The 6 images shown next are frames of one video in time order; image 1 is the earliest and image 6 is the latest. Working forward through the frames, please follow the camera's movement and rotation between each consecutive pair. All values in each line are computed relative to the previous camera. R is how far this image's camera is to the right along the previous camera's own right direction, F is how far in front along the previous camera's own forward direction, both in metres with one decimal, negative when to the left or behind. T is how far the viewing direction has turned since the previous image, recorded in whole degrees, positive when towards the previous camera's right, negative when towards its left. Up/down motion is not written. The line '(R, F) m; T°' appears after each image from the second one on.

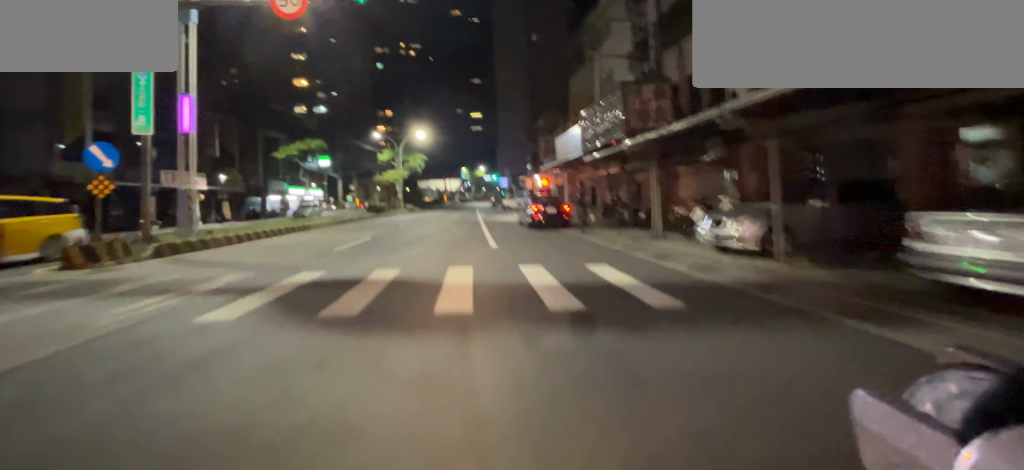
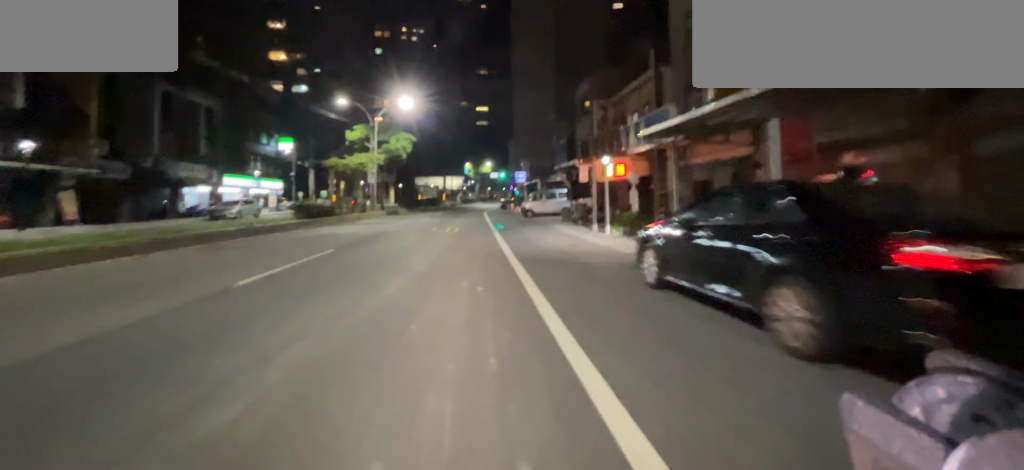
(0.0, +15.7) m; 0°
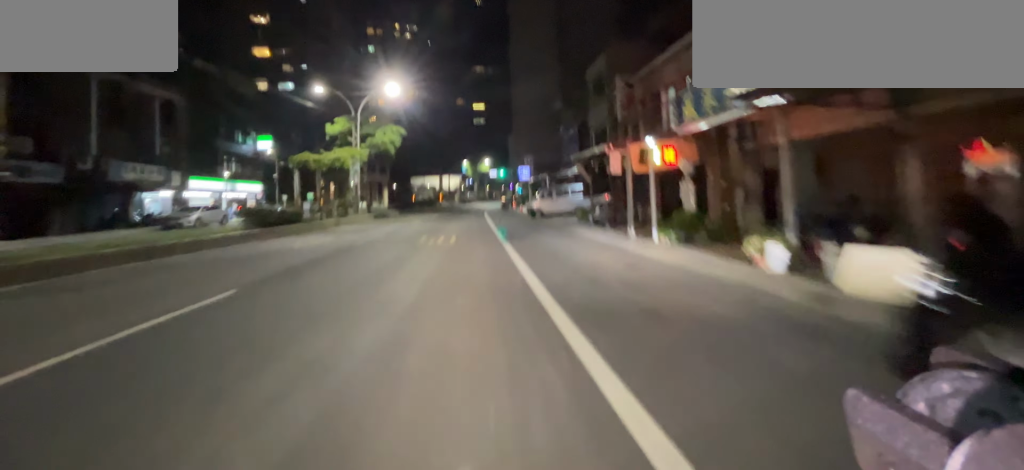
(0.0, +4.4) m; 0°
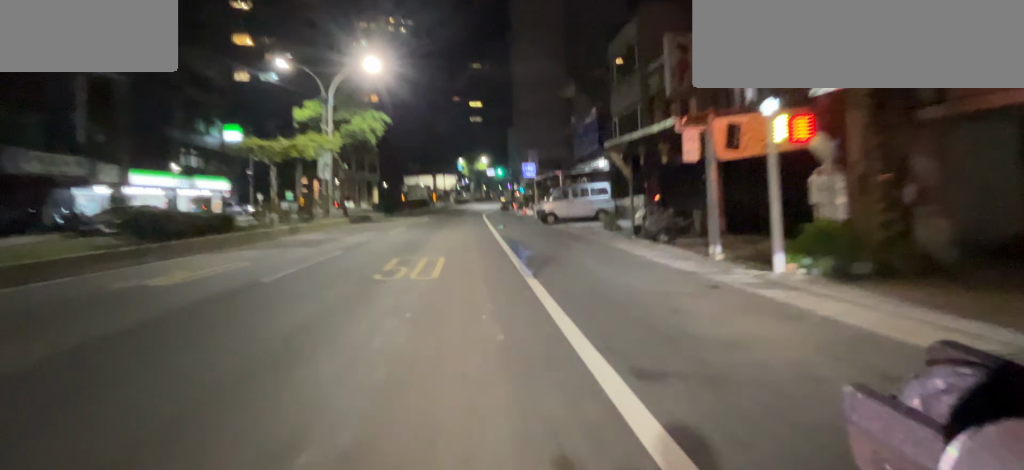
(0.0, +5.3) m; 0°
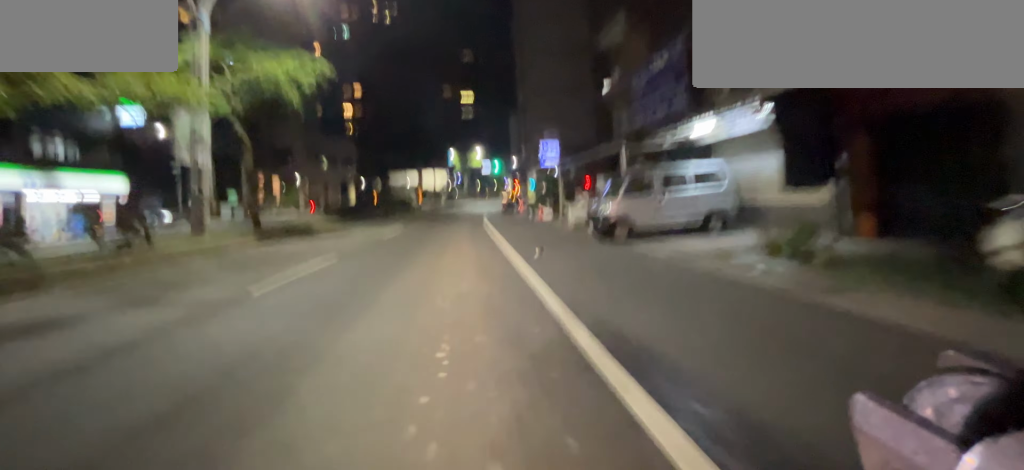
(+0.1, +10.6) m; +1°
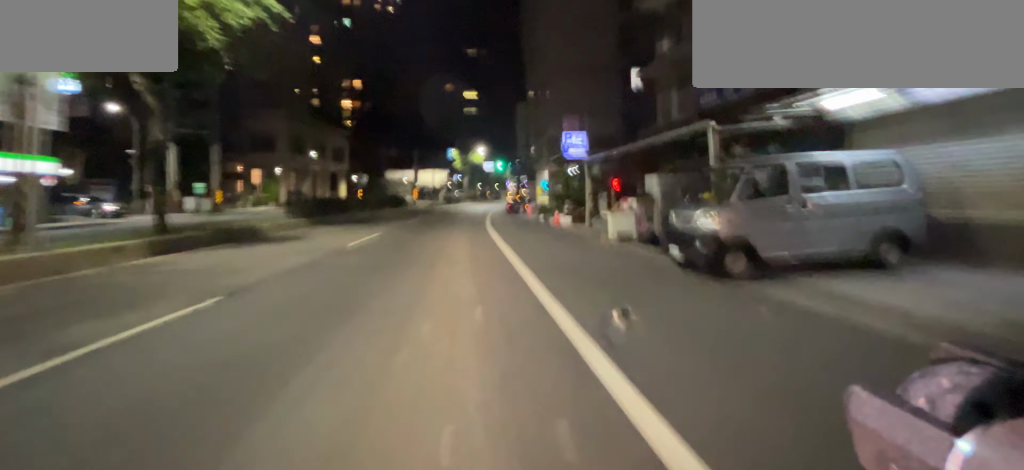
(0.0, +5.0) m; 0°
